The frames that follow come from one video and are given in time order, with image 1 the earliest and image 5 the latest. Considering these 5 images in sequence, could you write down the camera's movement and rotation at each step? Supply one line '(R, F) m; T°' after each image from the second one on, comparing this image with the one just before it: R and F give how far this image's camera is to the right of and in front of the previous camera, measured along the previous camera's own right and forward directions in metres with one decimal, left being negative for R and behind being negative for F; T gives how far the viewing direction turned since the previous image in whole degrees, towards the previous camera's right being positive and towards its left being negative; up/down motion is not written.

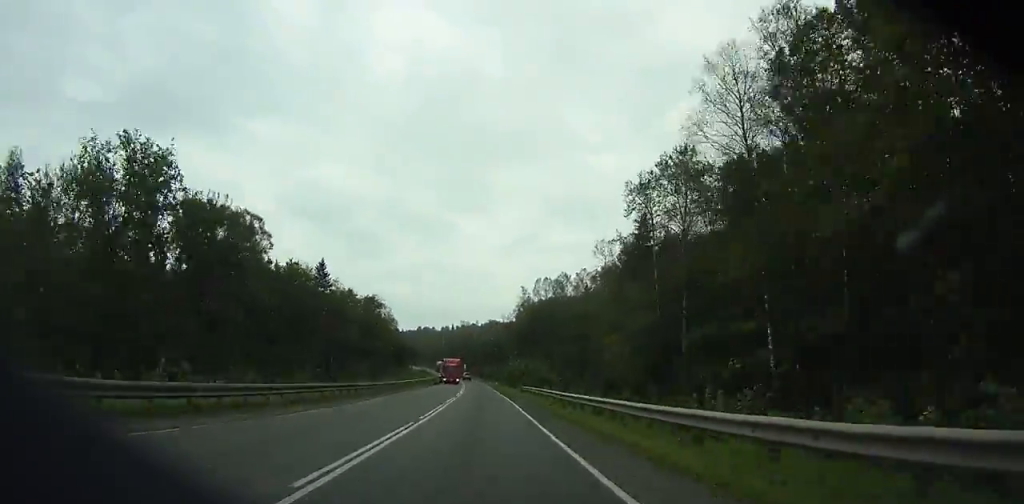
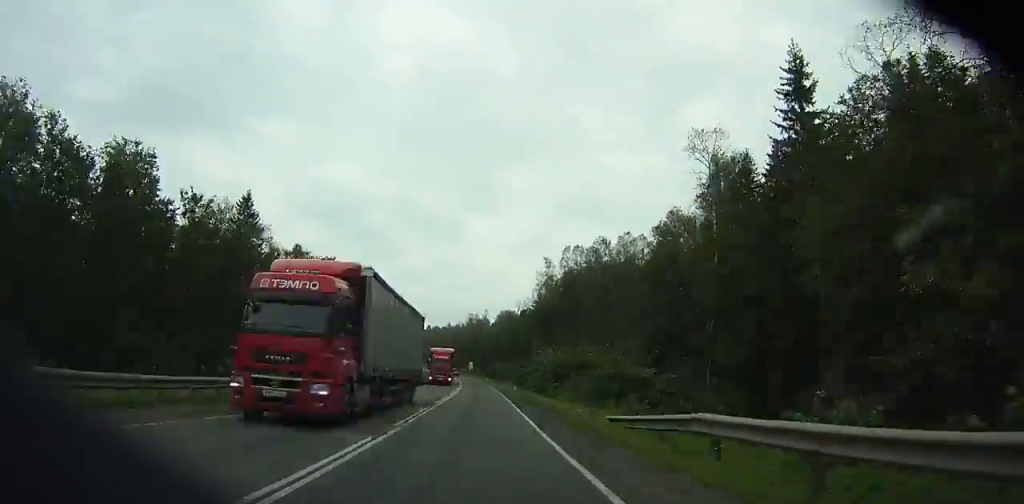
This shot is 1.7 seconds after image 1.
(+1.5, +39.4) m; +1°
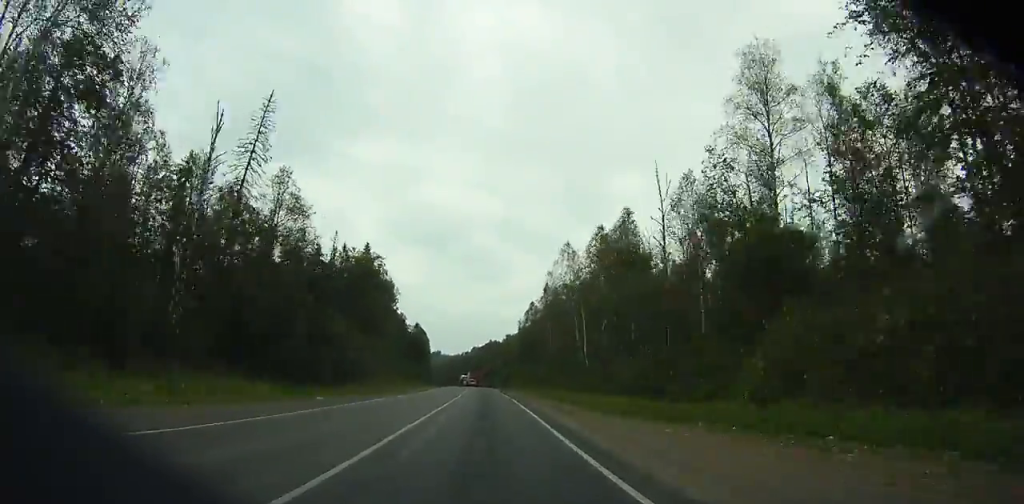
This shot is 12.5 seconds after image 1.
(-29.0, +246.6) m; -12°
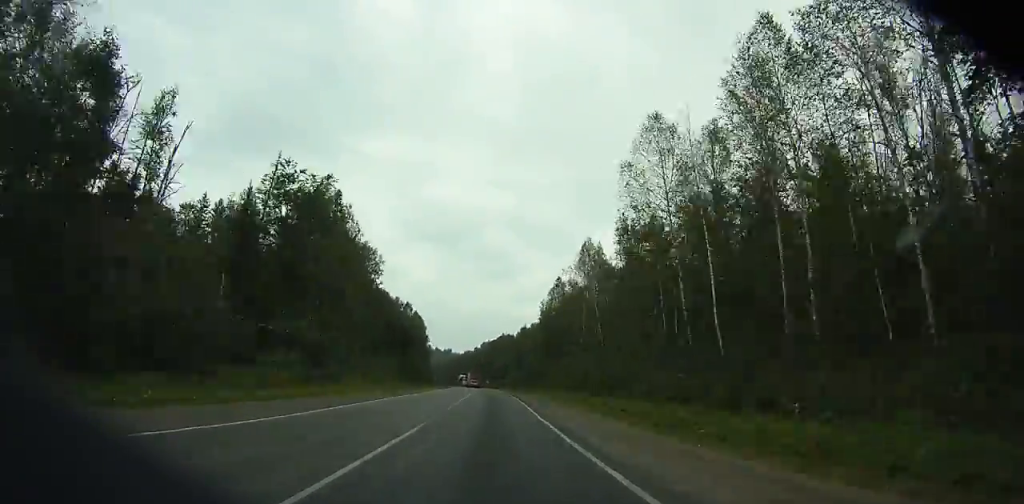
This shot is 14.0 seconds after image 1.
(-0.2, +34.5) m; -1°
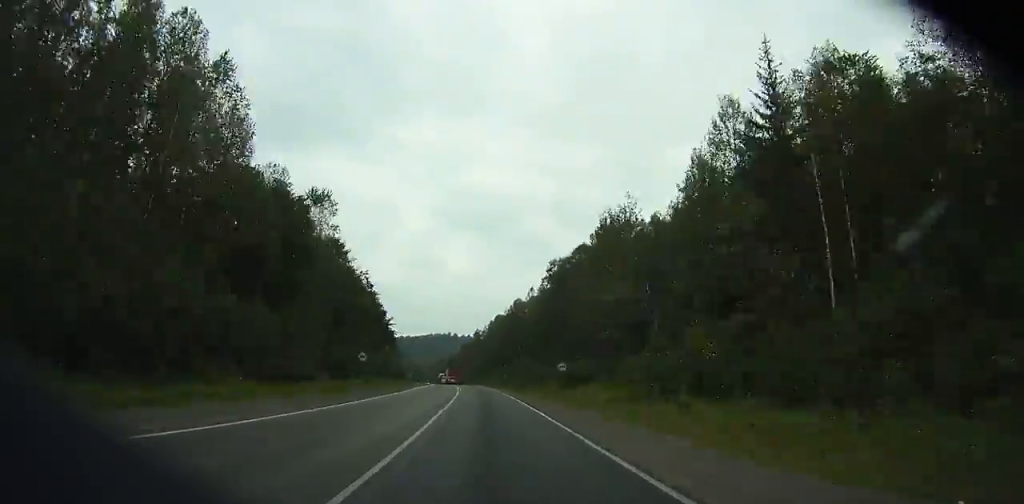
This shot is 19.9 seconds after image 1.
(-2.8, +134.5) m; -4°
